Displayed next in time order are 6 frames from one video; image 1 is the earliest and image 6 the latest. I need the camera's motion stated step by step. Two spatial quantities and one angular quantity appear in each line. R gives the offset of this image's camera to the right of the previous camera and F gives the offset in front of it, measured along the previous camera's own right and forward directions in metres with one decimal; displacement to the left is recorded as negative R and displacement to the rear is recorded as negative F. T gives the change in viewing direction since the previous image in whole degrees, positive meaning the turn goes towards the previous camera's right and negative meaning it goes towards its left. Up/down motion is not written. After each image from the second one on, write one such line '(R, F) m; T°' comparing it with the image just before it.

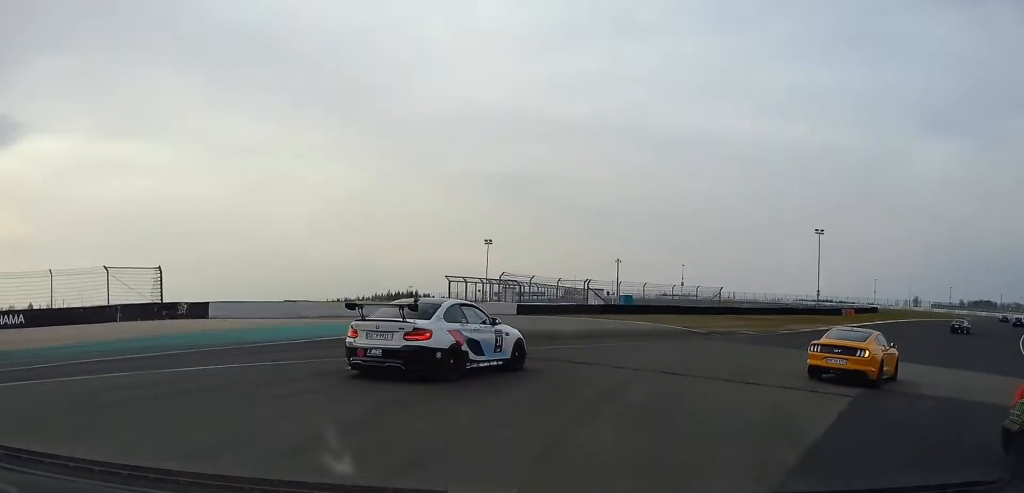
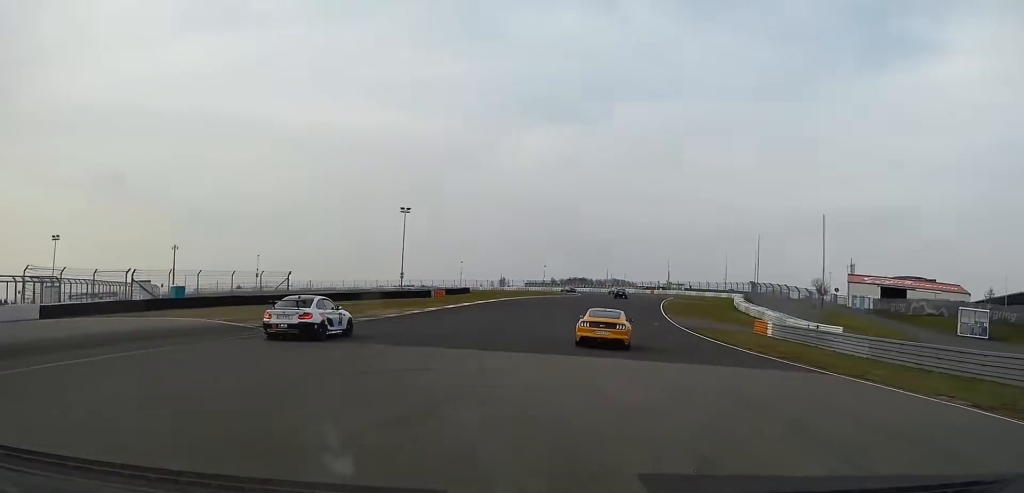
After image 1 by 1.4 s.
(+2.4, +11.0) m; +23°
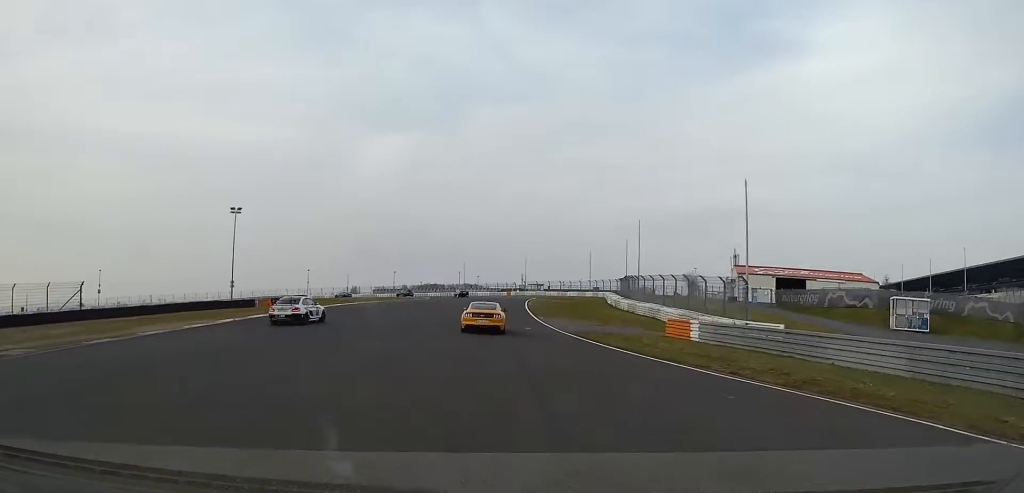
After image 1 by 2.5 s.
(+1.7, +14.4) m; +10°
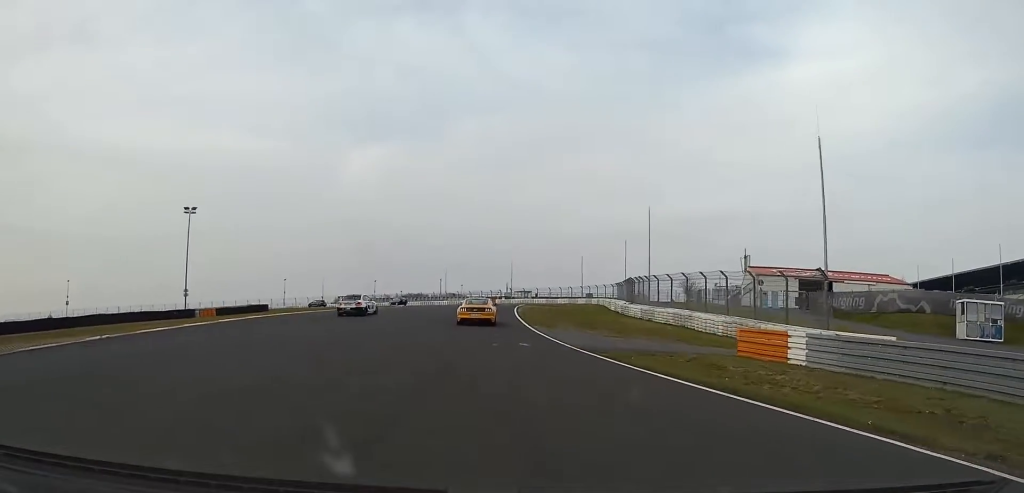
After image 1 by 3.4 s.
(+0.5, +12.7) m; +3°
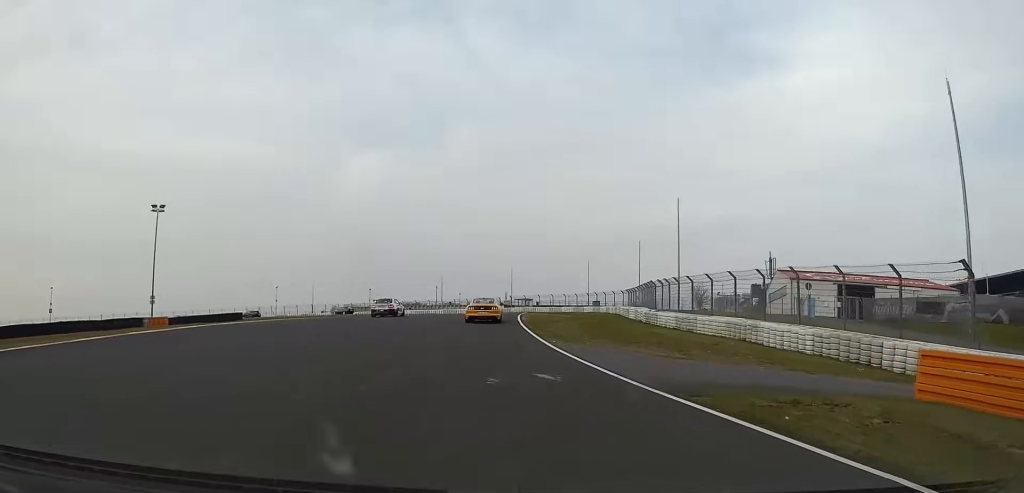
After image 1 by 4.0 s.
(+0.1, +10.7) m; 0°
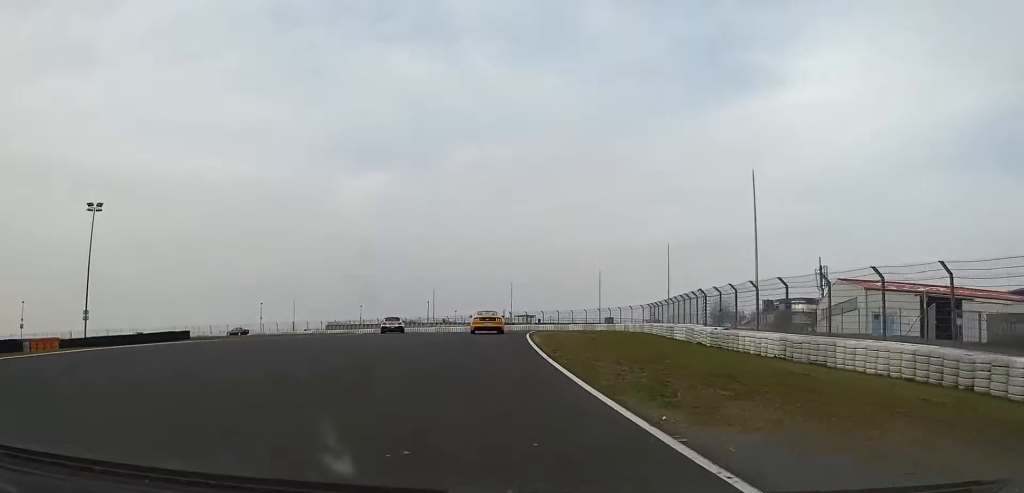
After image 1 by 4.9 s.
(0.0, +16.5) m; +1°
